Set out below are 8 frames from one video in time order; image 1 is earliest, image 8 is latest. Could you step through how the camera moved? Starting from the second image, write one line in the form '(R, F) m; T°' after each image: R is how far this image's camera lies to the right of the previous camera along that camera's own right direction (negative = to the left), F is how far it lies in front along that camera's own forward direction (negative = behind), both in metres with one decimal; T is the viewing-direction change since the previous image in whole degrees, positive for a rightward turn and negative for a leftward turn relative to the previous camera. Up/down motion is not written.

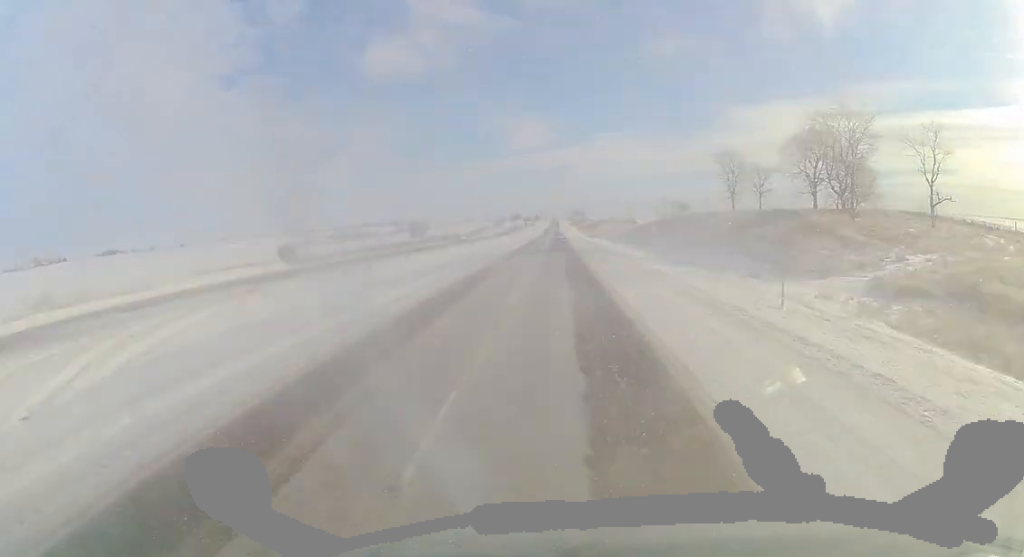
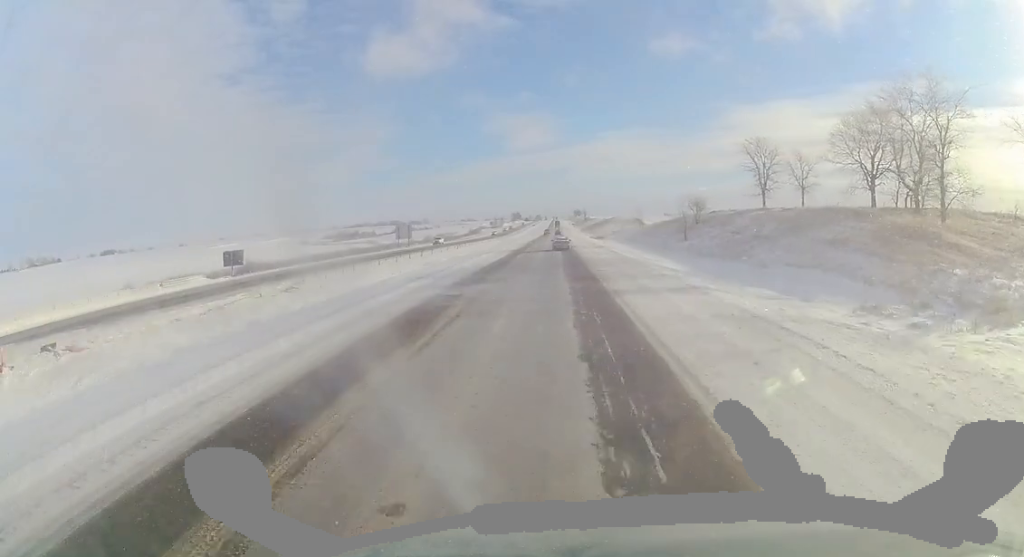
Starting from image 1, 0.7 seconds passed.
(0.0, +16.0) m; 0°
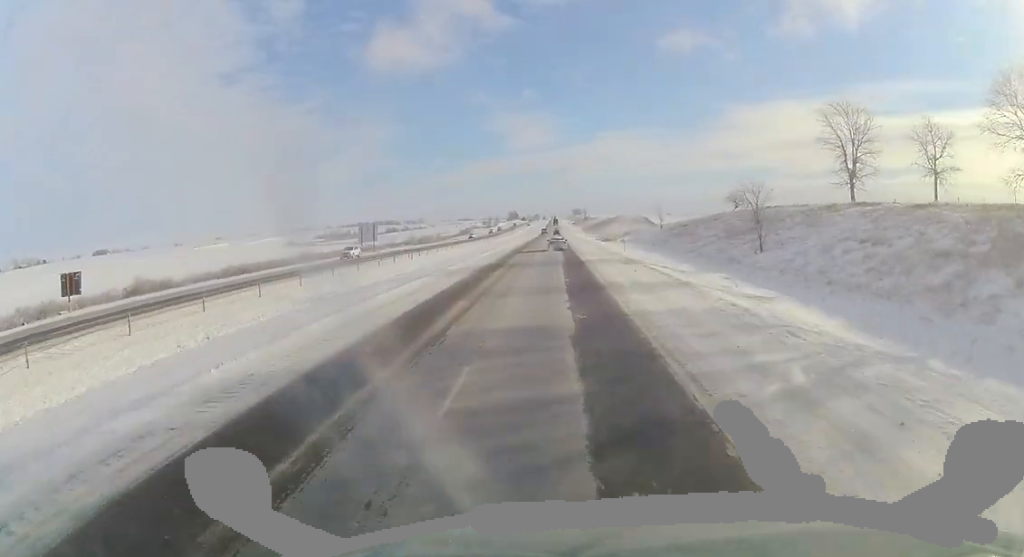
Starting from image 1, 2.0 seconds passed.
(0.0, +30.5) m; 0°
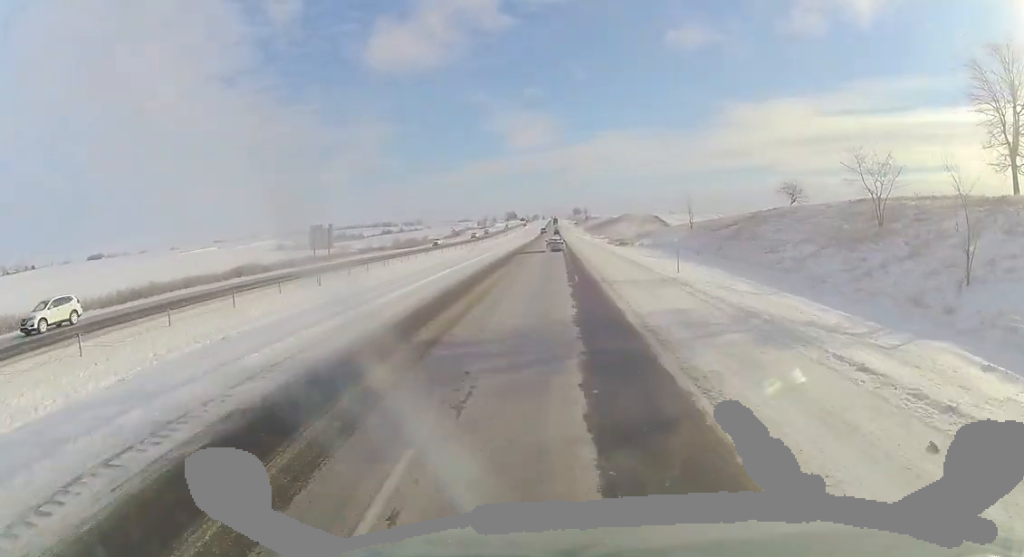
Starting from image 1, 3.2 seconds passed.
(0.0, +27.7) m; 0°
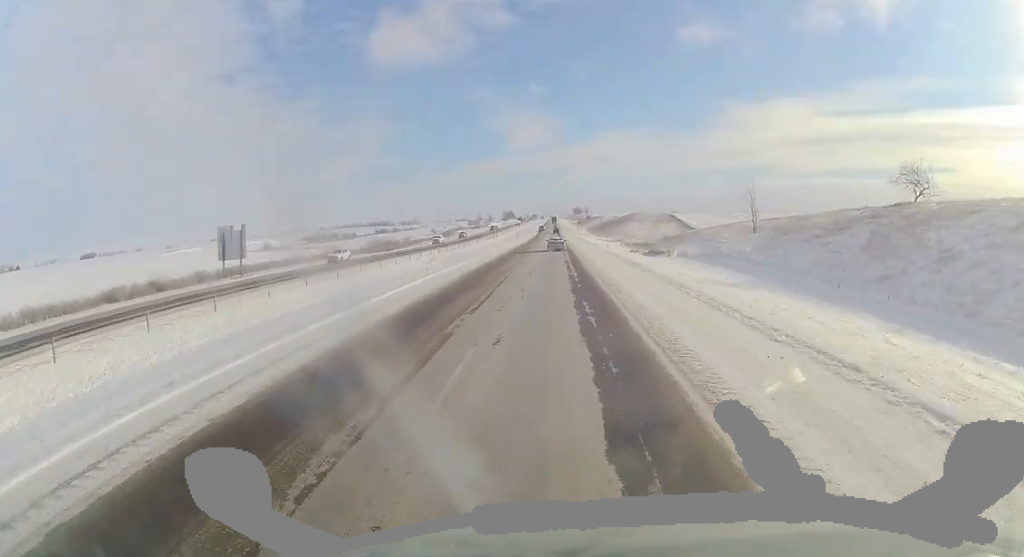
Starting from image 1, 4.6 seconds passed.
(0.0, +31.9) m; +1°
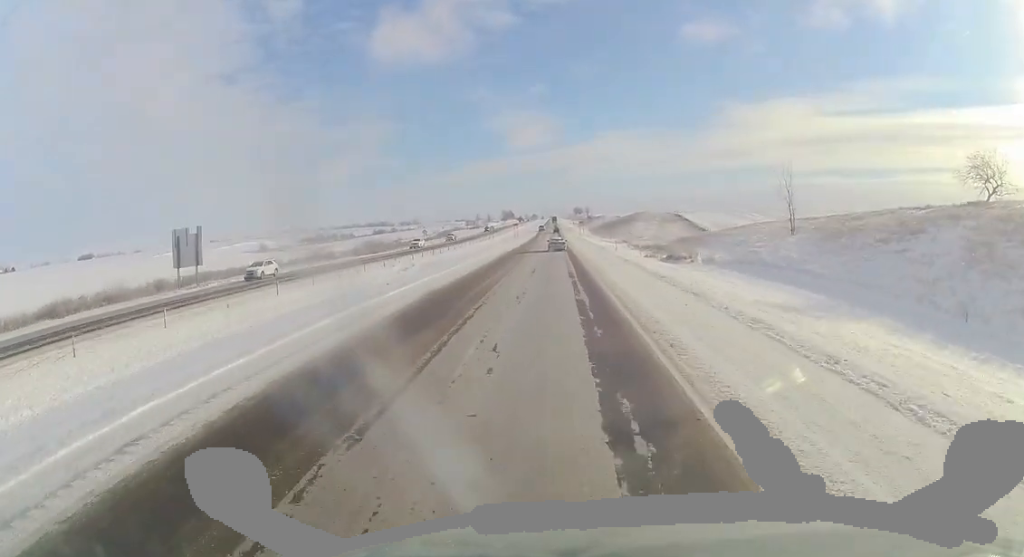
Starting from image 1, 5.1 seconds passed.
(+0.1, +11.0) m; 0°
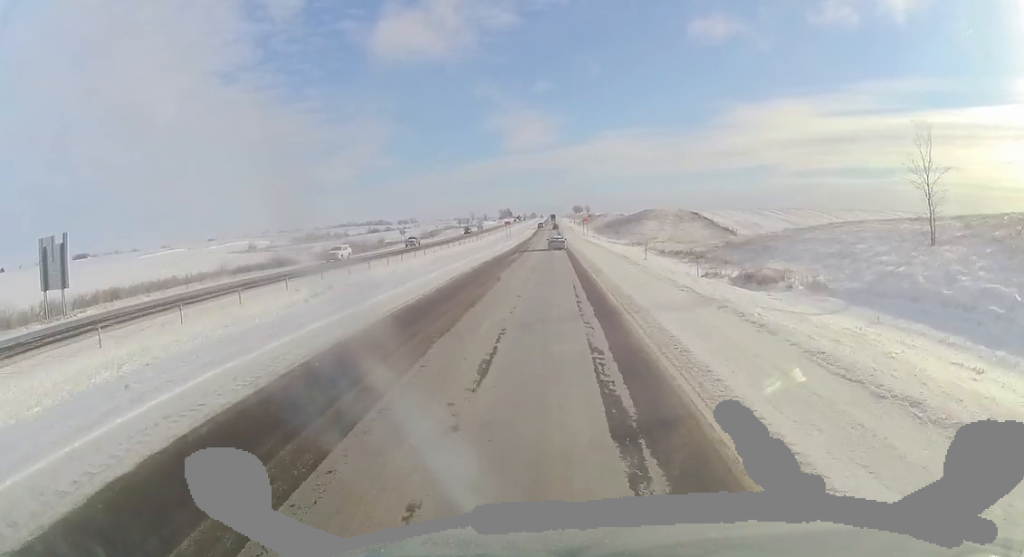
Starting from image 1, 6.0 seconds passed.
(+0.2, +22.9) m; 0°
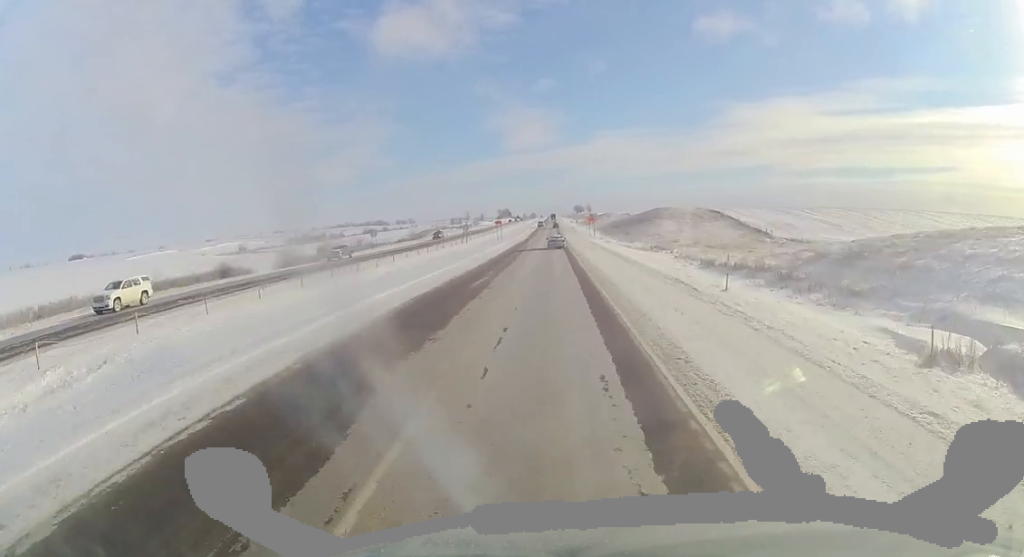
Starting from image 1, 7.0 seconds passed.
(-0.3, +22.2) m; 0°
